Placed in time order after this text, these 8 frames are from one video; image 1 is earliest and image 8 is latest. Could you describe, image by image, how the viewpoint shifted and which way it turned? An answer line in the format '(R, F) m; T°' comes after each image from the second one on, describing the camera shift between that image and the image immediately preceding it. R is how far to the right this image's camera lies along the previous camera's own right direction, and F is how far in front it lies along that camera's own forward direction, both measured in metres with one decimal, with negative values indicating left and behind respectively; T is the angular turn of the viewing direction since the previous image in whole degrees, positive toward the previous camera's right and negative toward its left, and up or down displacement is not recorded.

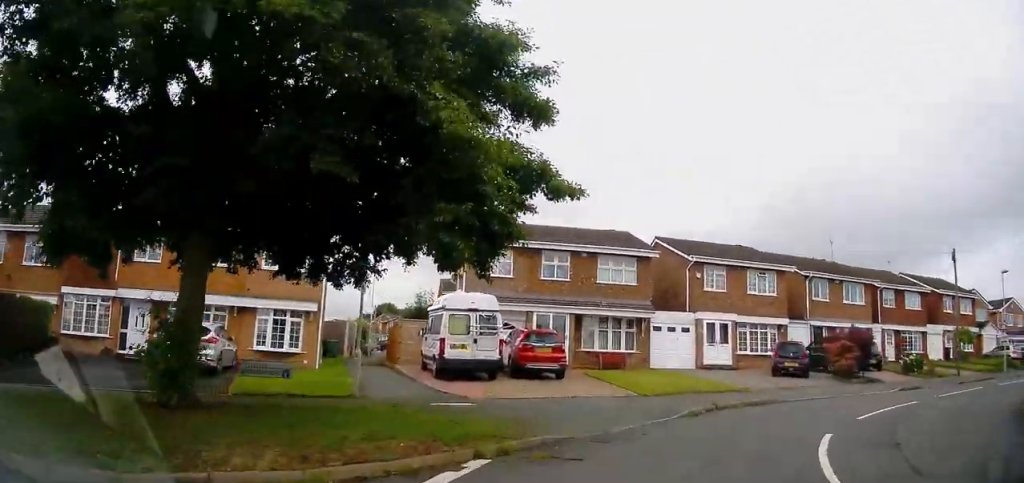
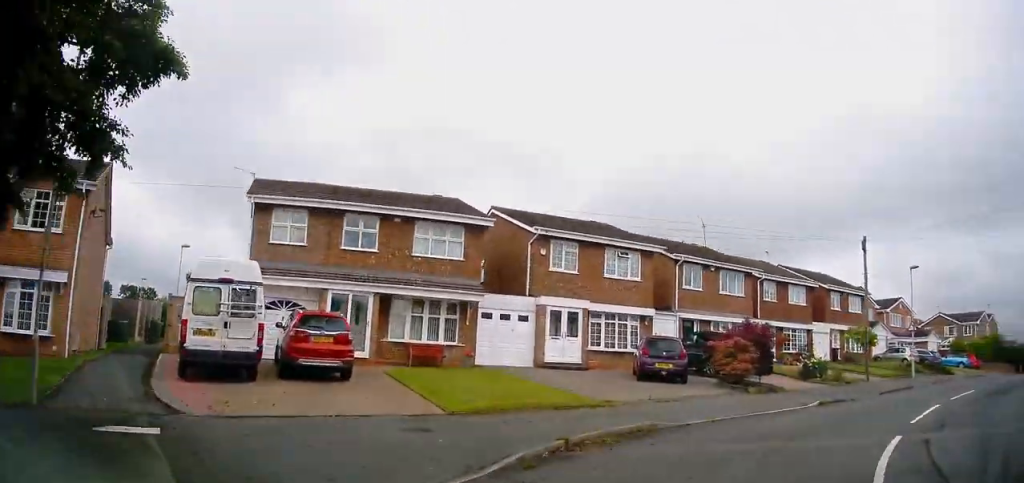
(+0.5, +5.8) m; +13°
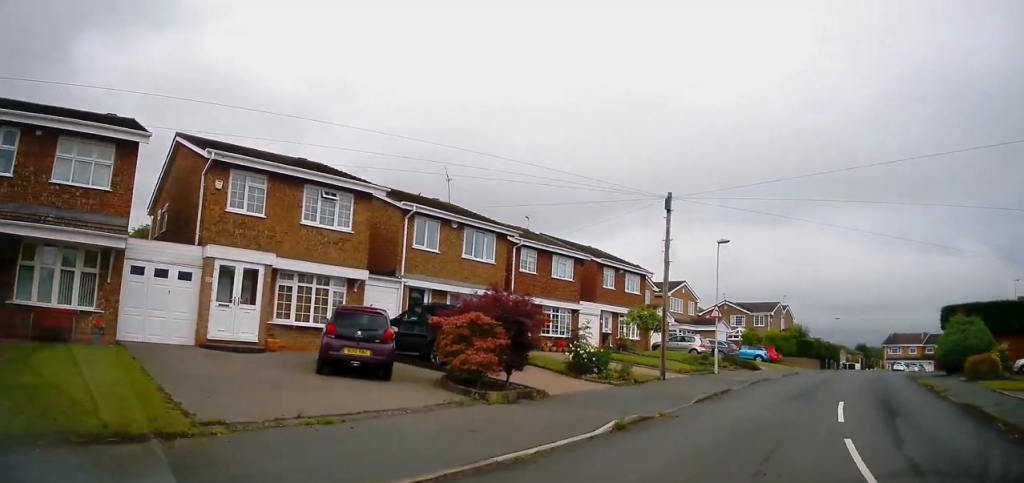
(+1.0, +6.6) m; +20°
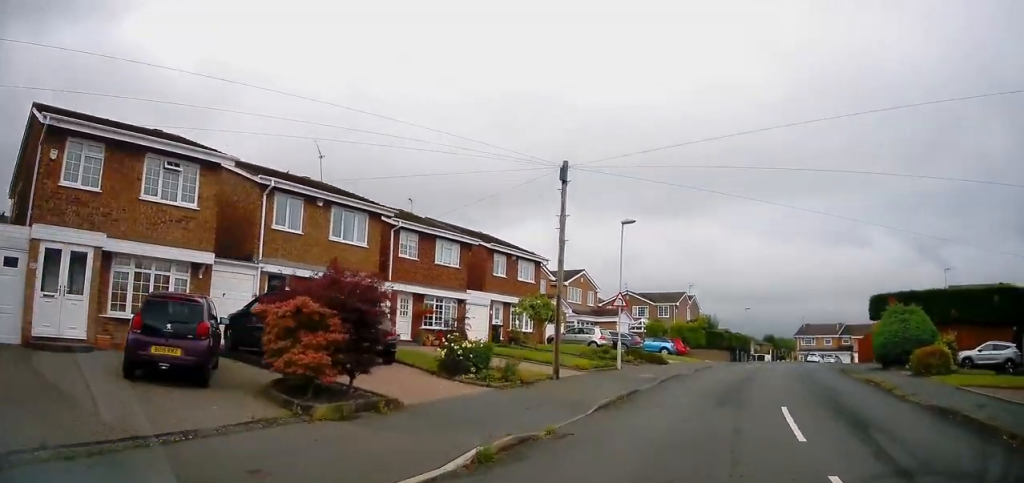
(+0.5, +3.1) m; +9°
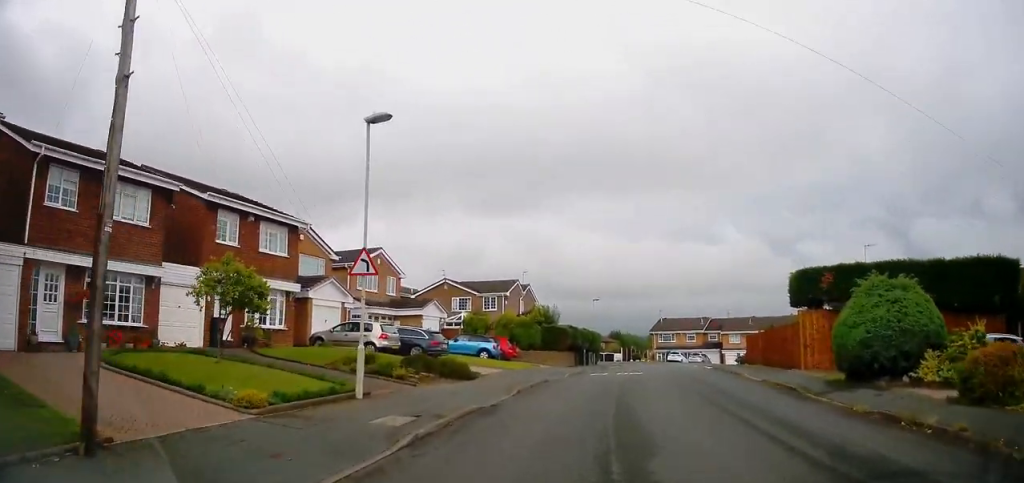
(+2.8, +11.8) m; +22°
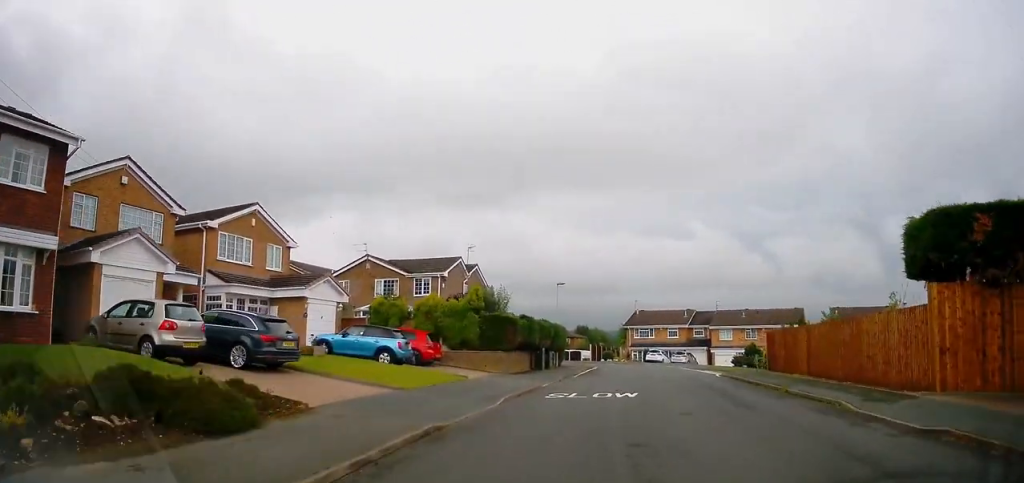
(+0.9, +11.9) m; +5°
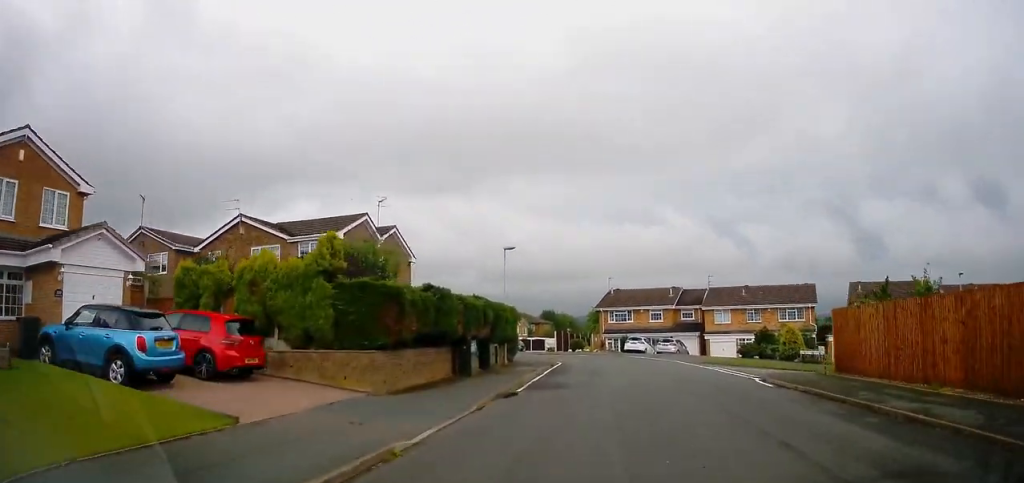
(0.0, +12.4) m; +1°
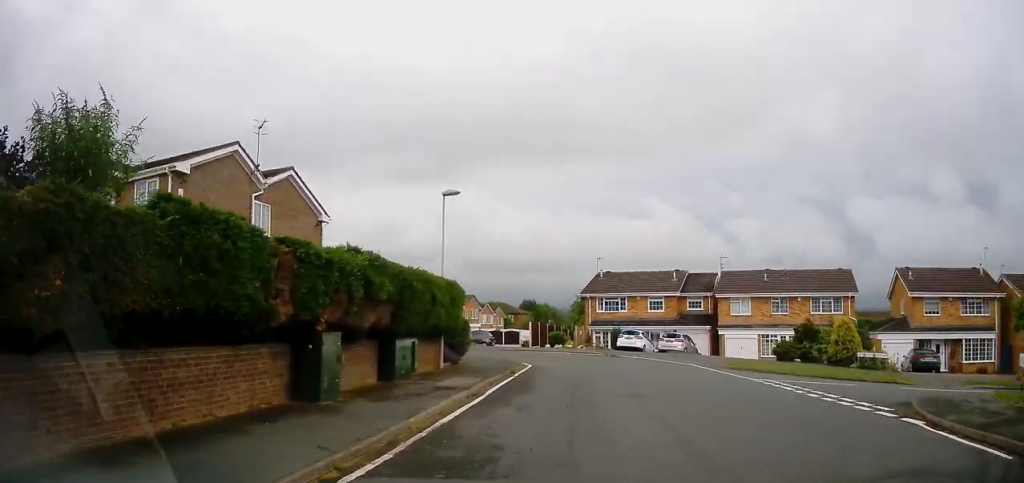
(+0.3, +10.7) m; +2°
